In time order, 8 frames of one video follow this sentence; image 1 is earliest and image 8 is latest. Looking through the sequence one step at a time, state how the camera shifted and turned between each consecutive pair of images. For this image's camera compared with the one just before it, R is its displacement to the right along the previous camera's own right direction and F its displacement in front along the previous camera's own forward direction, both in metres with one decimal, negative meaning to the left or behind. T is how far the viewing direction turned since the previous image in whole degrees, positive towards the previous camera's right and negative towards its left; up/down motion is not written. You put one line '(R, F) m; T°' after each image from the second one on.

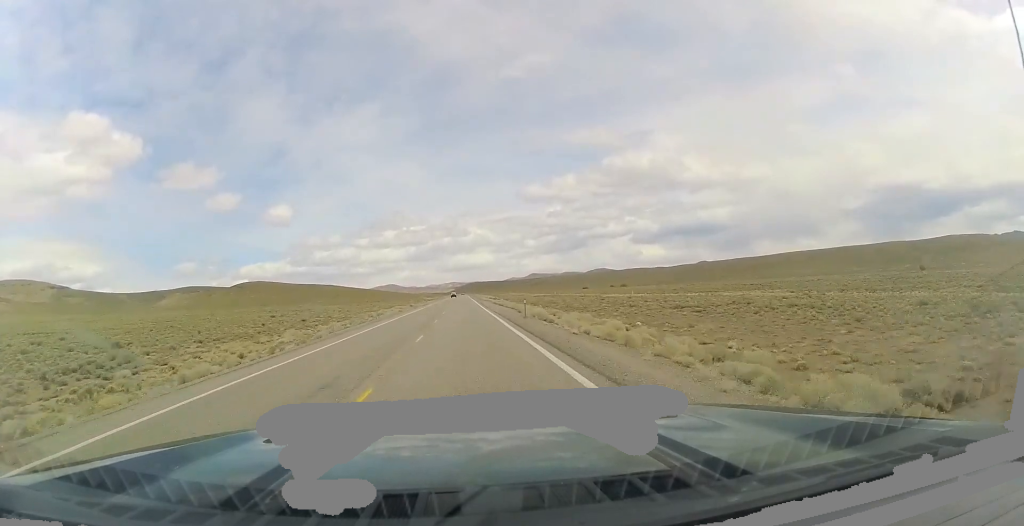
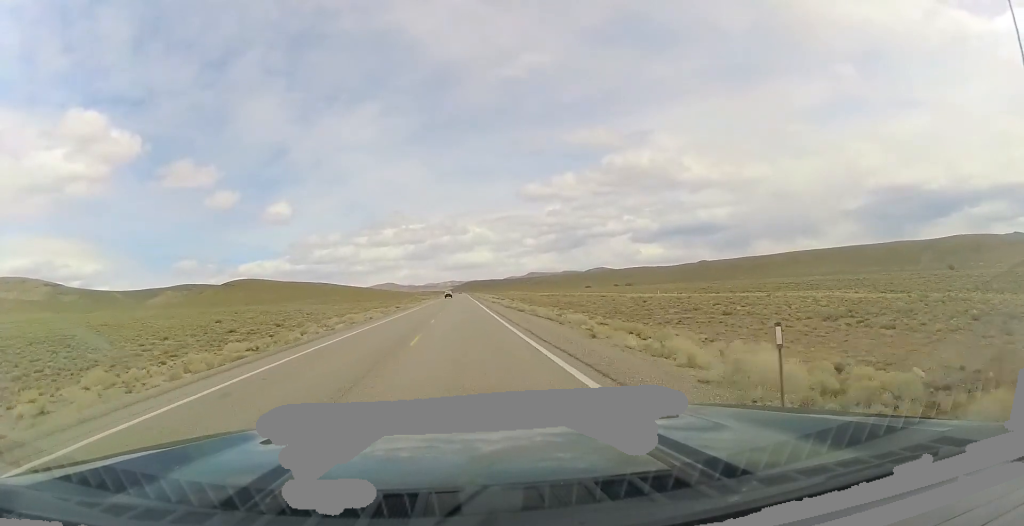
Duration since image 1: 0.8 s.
(0.0, +26.1) m; 0°
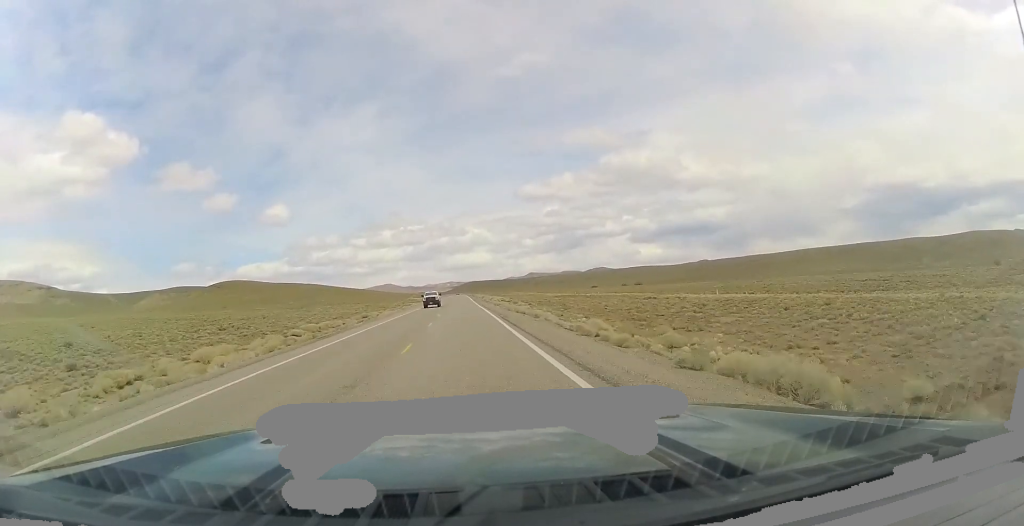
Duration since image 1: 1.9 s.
(+0.3, +38.6) m; 0°
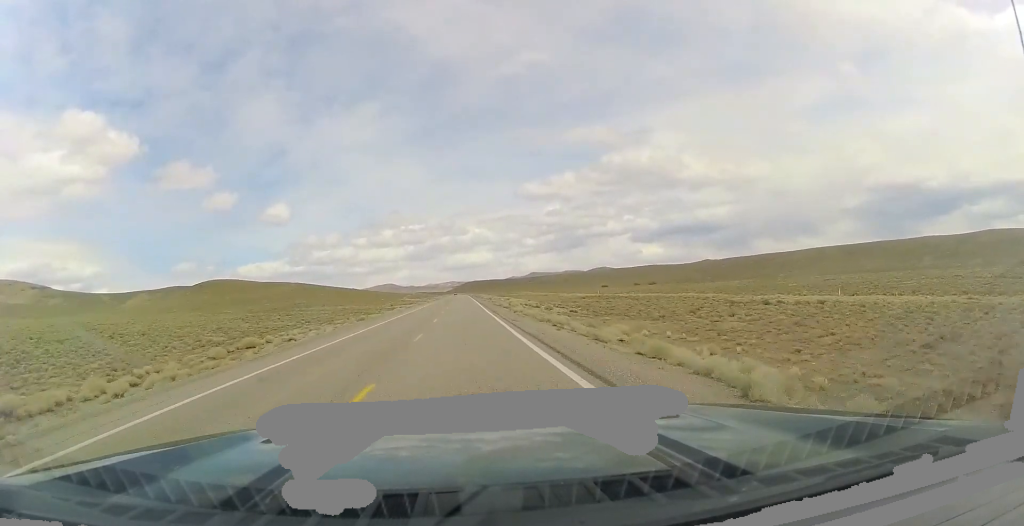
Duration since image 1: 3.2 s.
(+0.3, +44.6) m; 0°
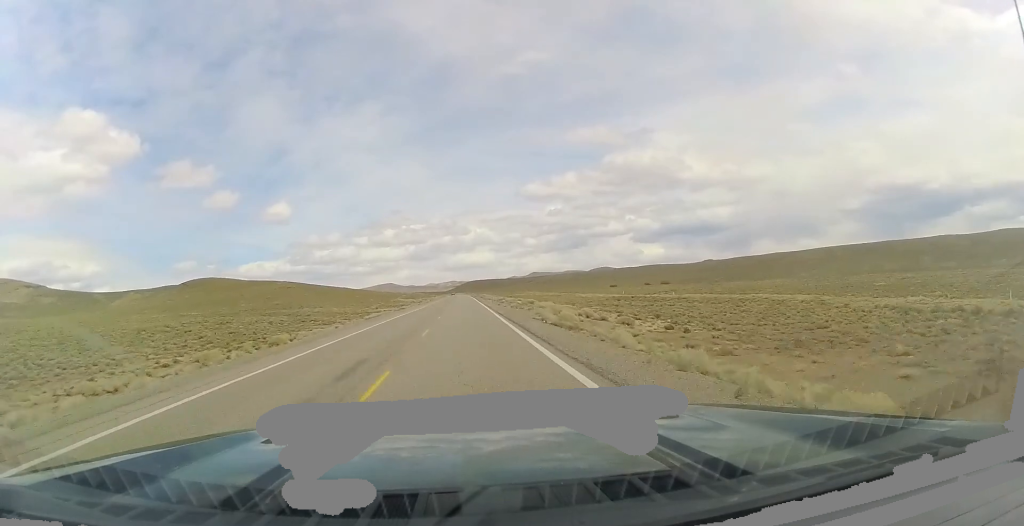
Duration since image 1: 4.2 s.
(-0.3, +35.4) m; -1°
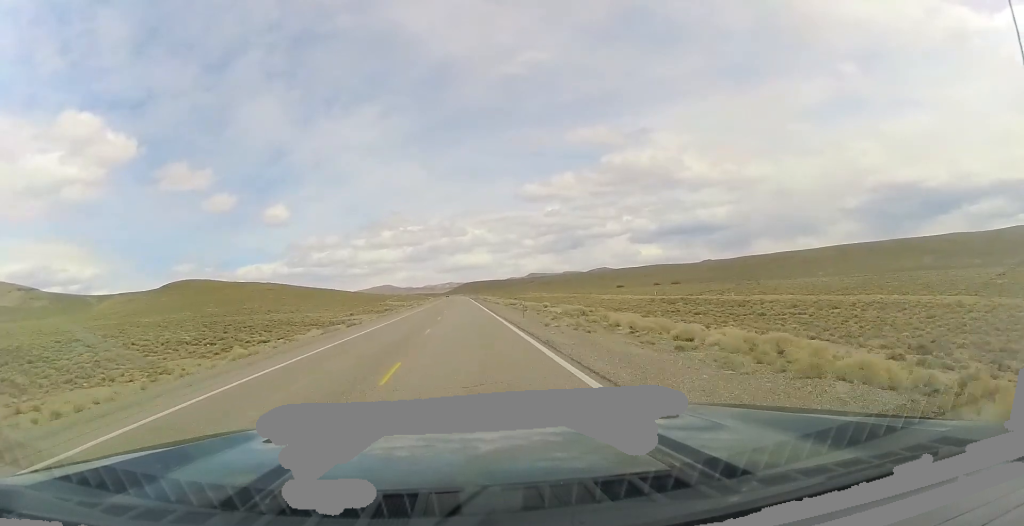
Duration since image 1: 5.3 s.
(-0.2, +35.4) m; 0°
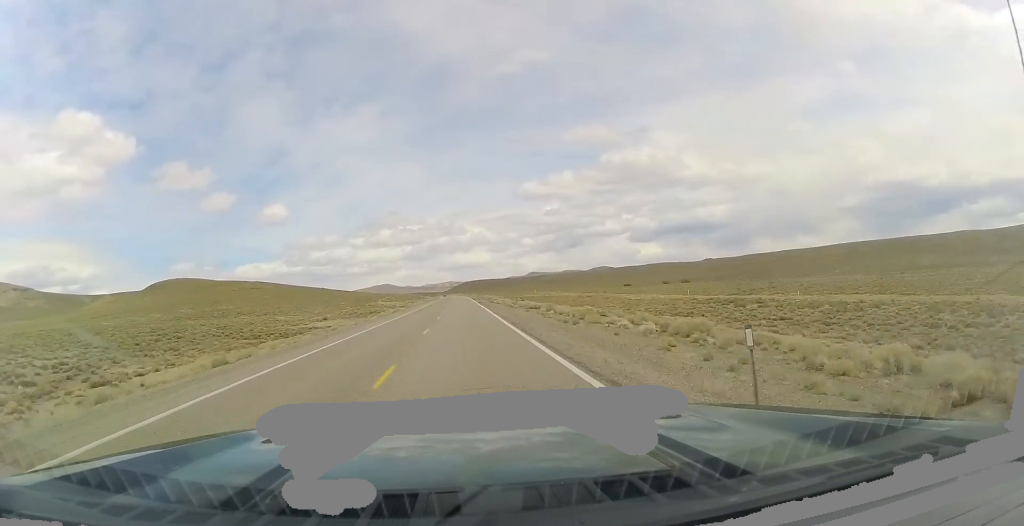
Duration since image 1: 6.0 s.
(+0.1, +25.2) m; +1°
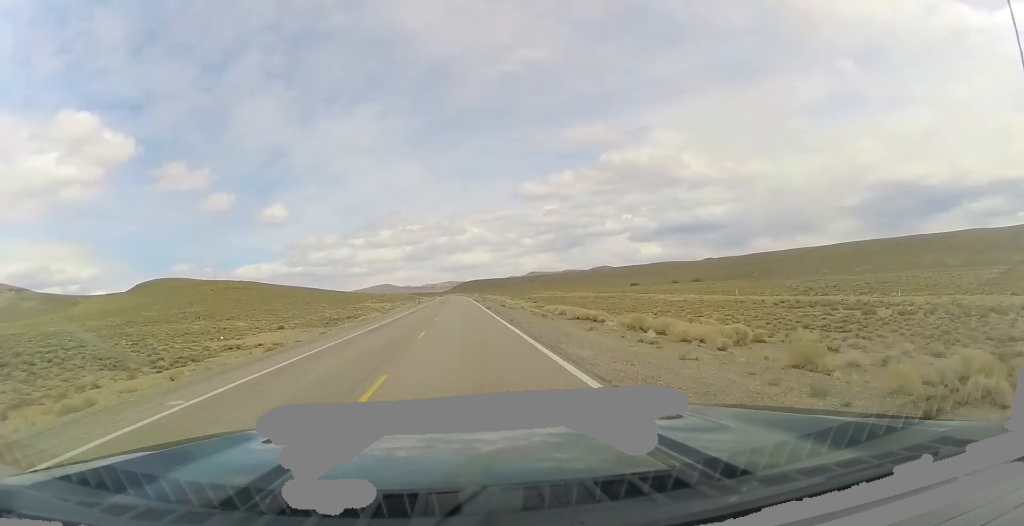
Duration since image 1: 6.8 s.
(0.0, +26.4) m; +1°
